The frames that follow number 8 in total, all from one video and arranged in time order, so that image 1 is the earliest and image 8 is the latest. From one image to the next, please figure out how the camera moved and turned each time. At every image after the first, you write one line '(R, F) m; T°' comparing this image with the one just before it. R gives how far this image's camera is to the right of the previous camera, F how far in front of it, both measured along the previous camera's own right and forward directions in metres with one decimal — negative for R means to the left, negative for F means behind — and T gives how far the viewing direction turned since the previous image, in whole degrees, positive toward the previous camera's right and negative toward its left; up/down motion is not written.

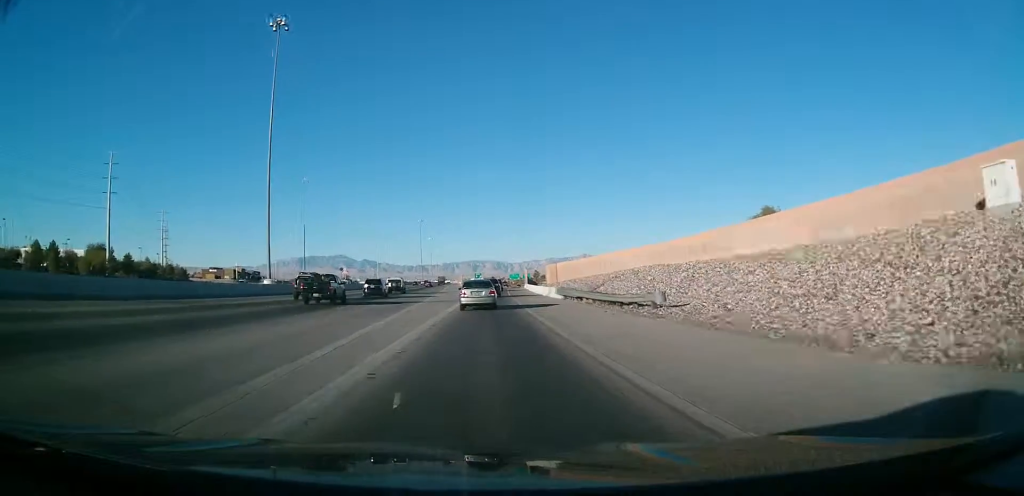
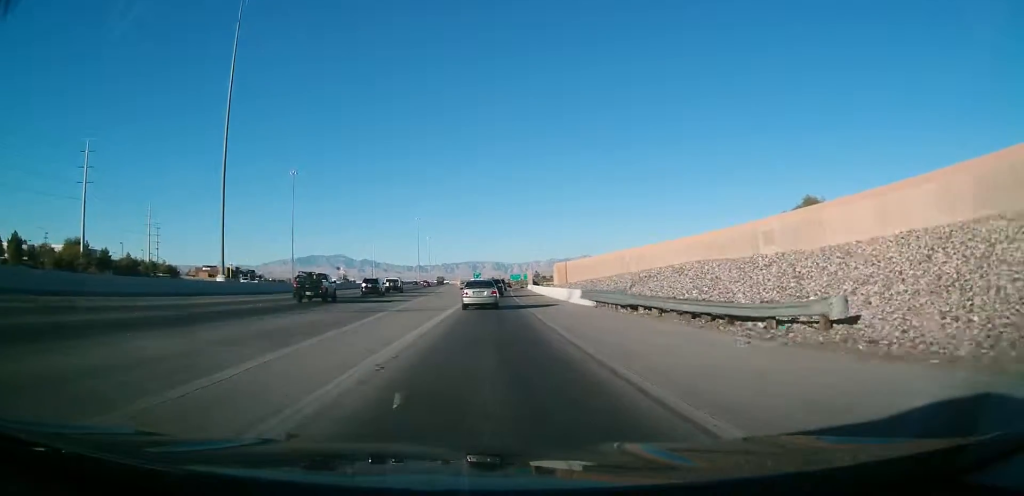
(0.0, +13.4) m; +1°
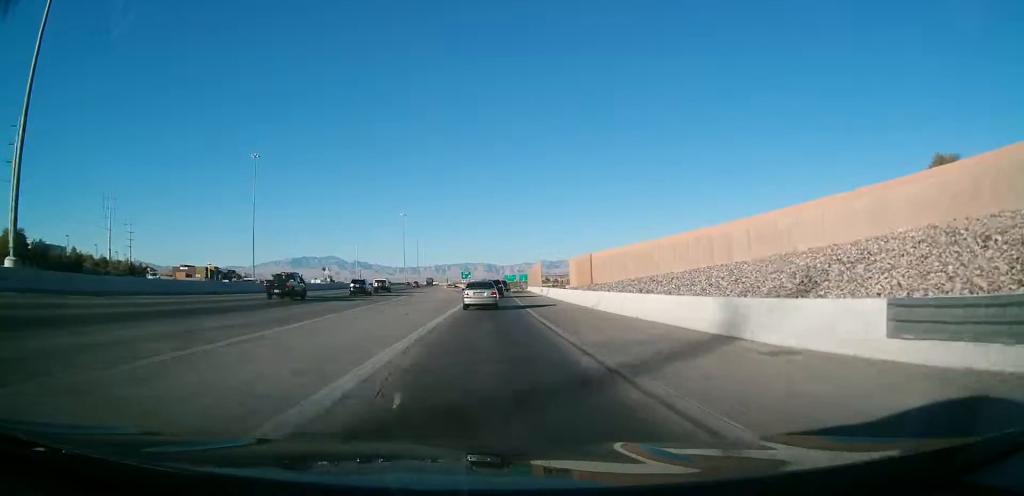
(+0.5, +29.7) m; +1°
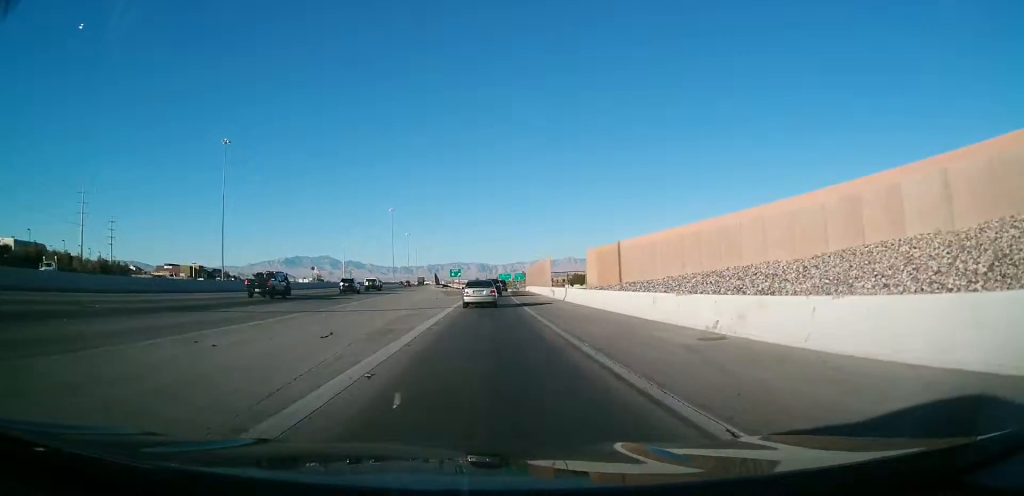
(-0.3, +17.6) m; 0°
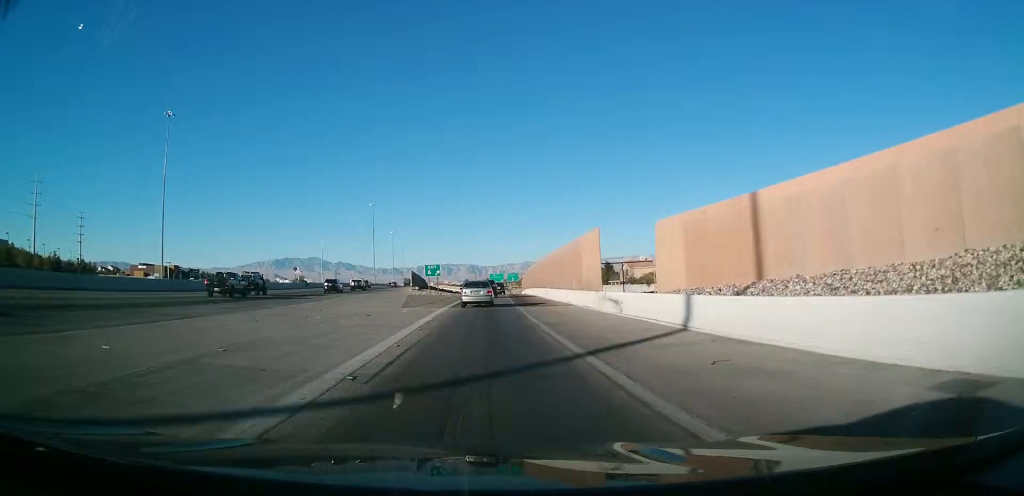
(+0.3, +28.0) m; +1°
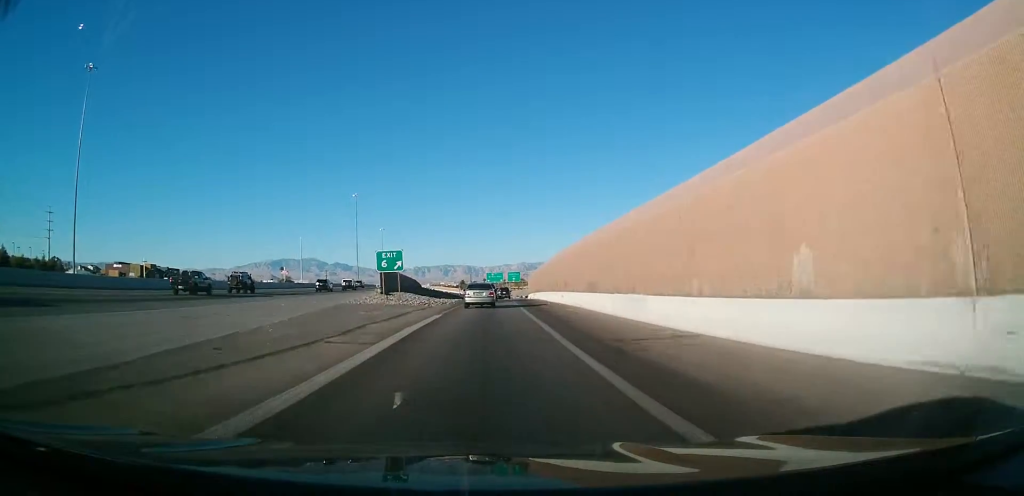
(+0.1, +32.7) m; 0°
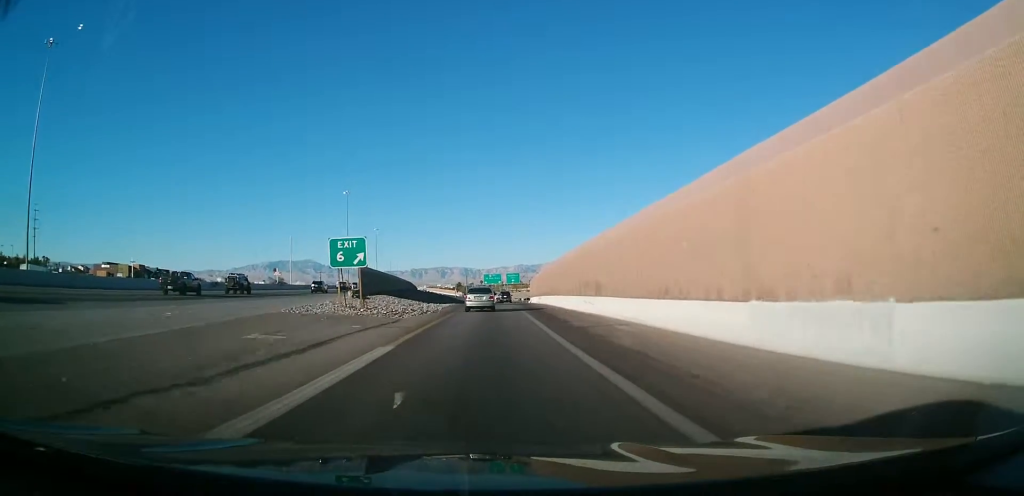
(0.0, +13.1) m; 0°
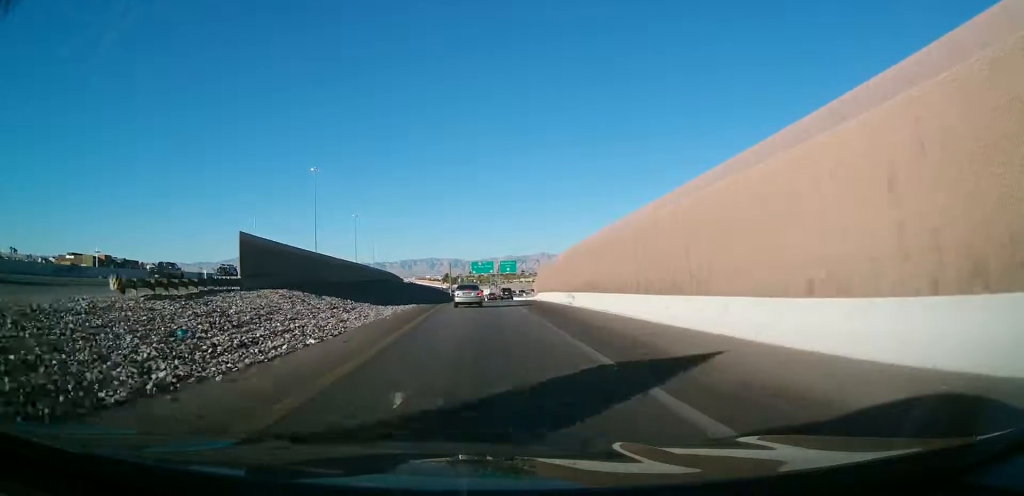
(0.0, +34.5) m; +1°
